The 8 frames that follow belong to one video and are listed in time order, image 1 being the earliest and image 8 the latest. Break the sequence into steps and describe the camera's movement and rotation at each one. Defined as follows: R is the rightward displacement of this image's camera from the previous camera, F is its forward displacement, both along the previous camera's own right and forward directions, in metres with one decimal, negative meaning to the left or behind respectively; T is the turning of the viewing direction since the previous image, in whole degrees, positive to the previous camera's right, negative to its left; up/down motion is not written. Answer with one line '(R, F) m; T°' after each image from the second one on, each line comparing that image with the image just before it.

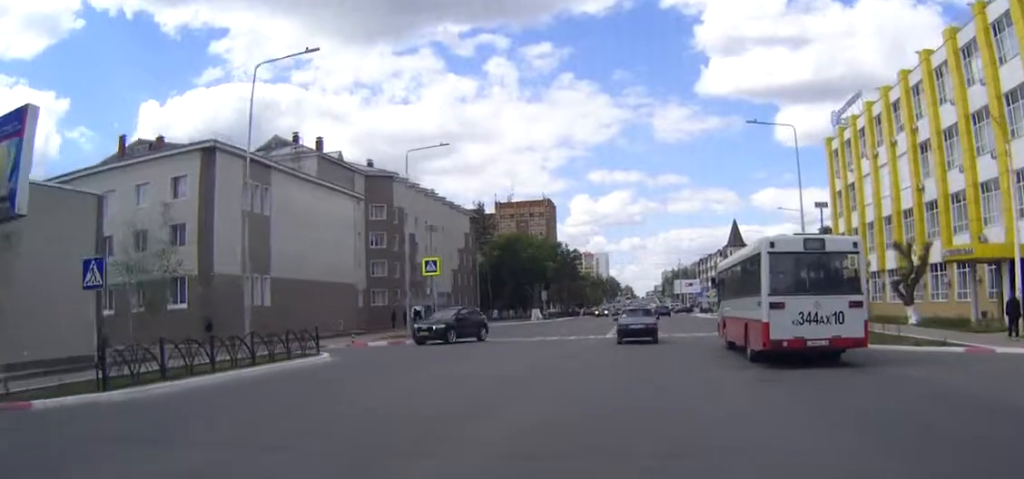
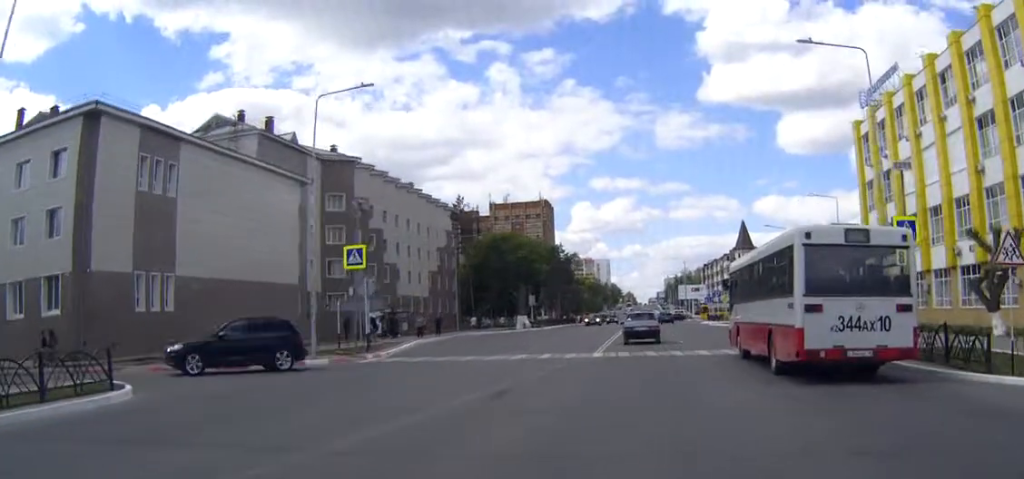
(0.0, +12.7) m; 0°
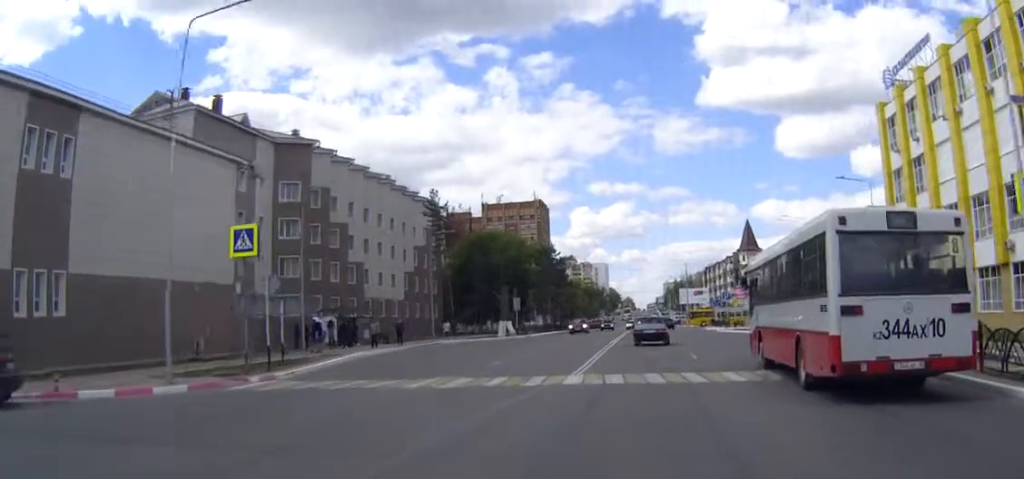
(0.0, +9.9) m; 0°
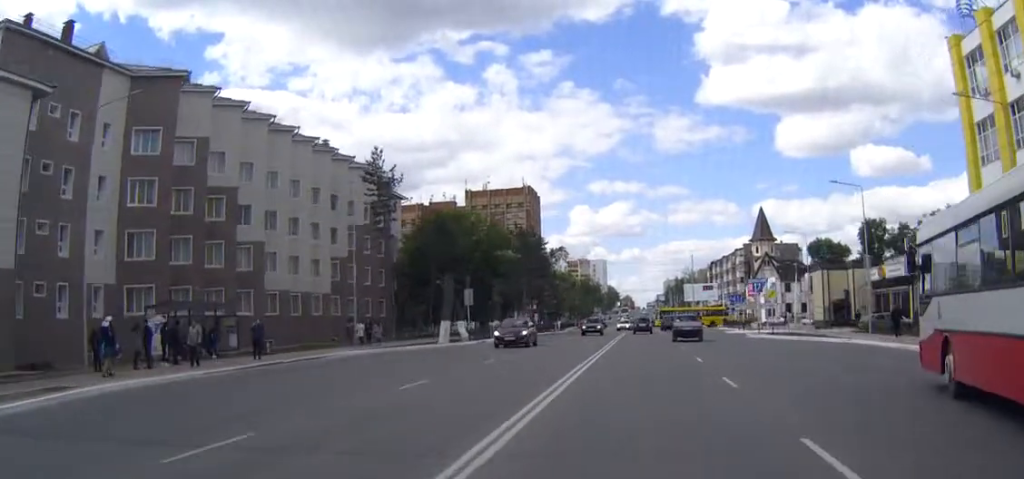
(0.0, +20.8) m; 0°
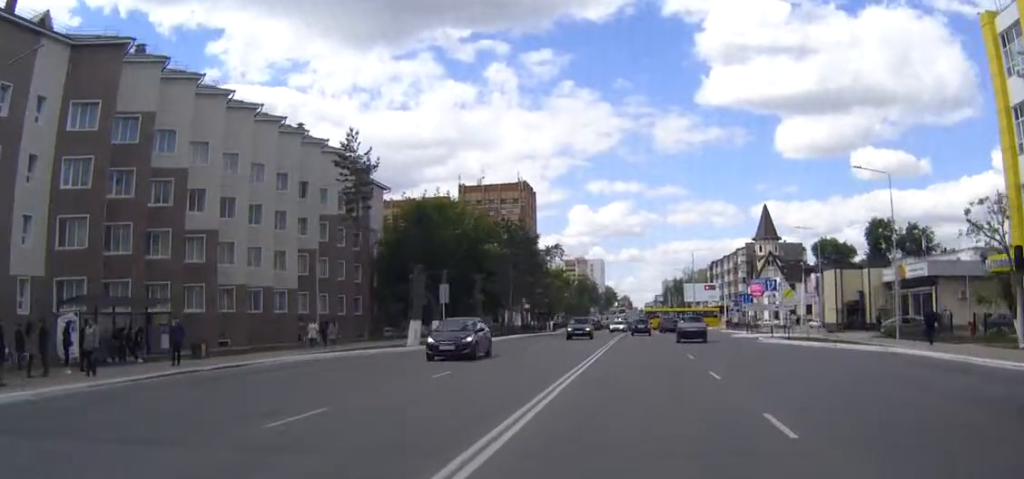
(0.0, +6.3) m; 0°
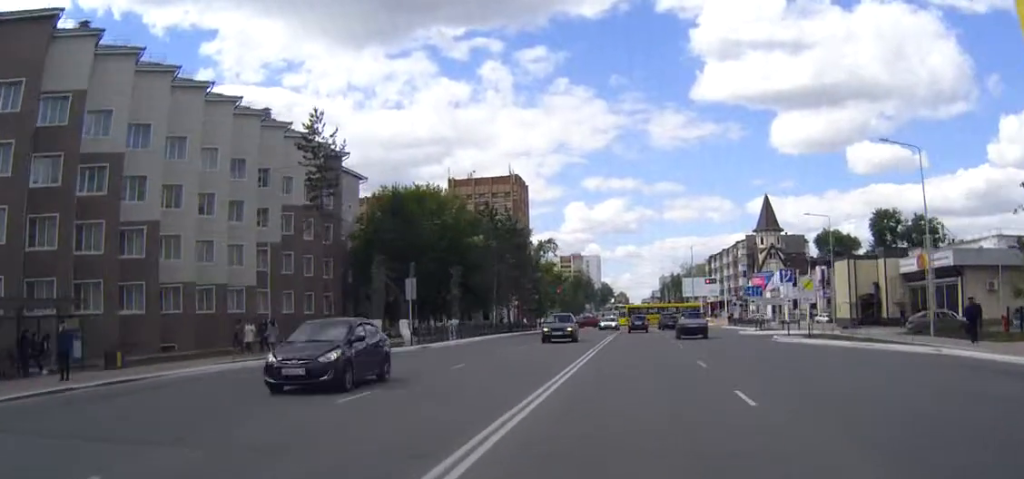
(0.0, +6.3) m; 0°
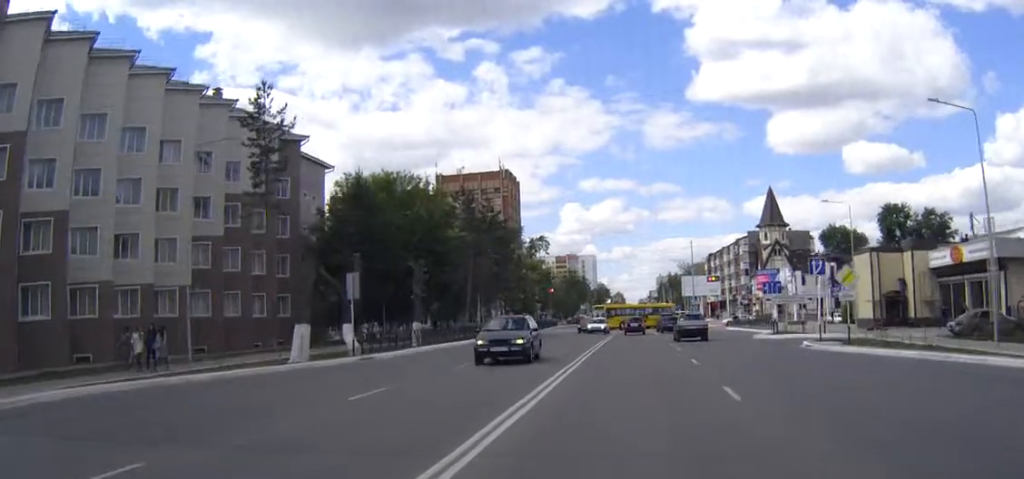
(0.0, +8.2) m; 0°
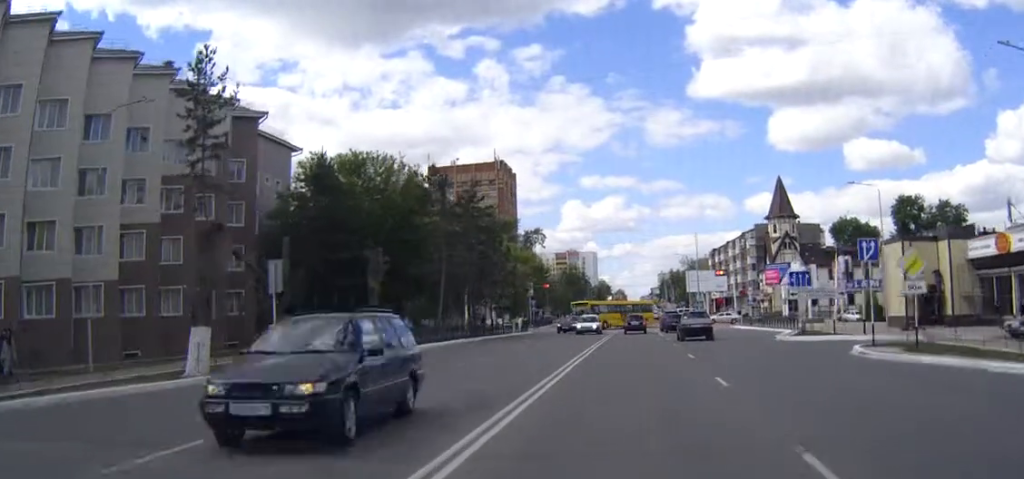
(0.0, +7.5) m; 0°
